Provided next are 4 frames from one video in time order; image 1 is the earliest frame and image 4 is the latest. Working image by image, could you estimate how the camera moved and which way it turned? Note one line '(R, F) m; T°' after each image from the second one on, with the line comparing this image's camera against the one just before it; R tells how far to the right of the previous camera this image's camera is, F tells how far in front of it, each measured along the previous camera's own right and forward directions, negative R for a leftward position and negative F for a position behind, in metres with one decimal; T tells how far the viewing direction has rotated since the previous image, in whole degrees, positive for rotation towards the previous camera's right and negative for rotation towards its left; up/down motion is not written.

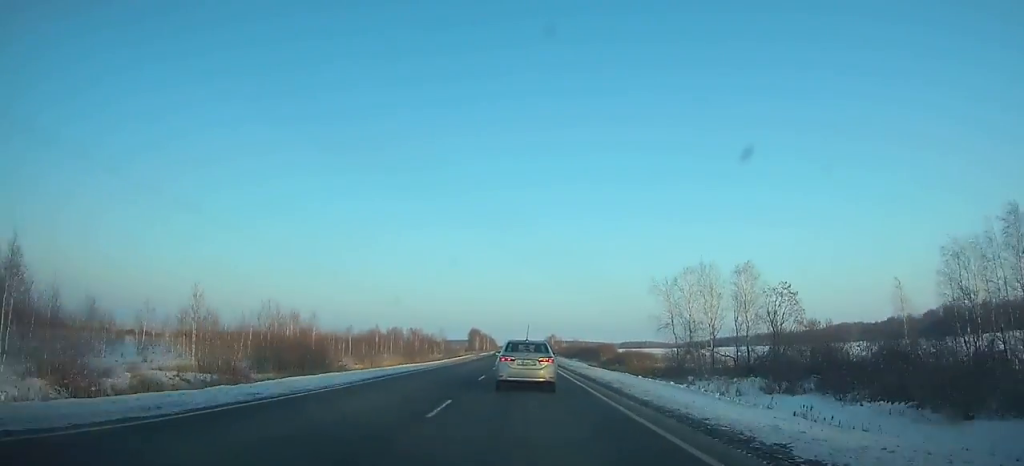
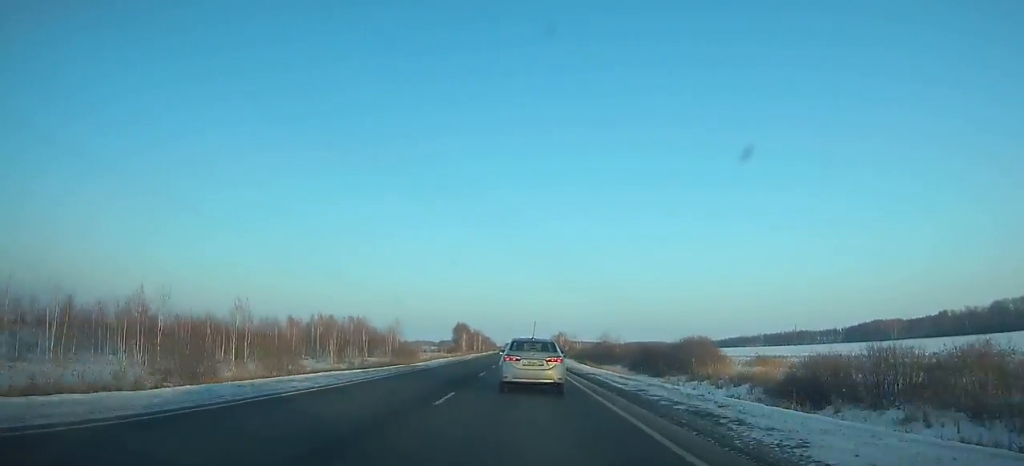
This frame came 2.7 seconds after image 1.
(0.0, +68.3) m; 0°
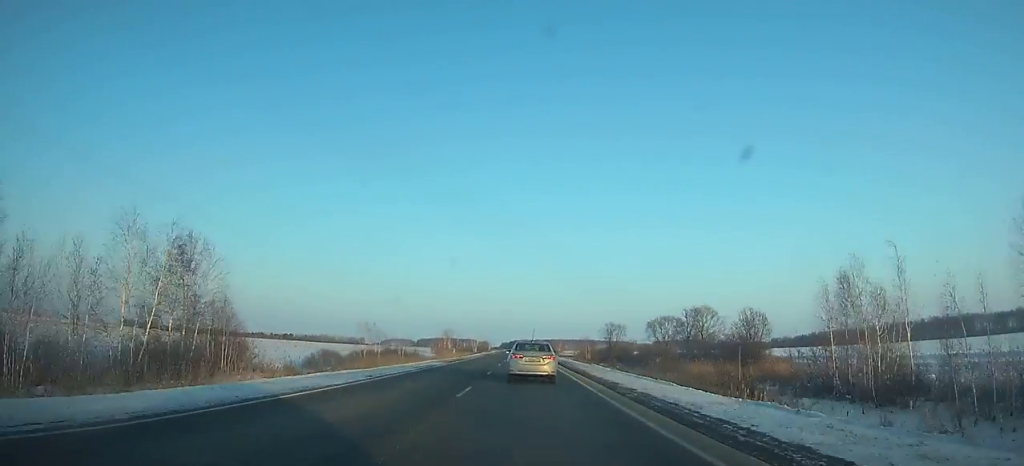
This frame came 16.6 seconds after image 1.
(-0.4, +340.5) m; 0°
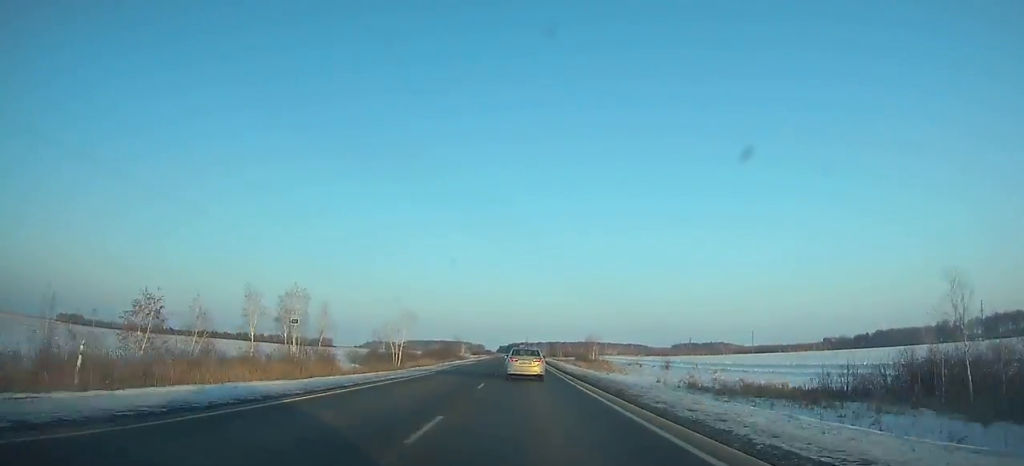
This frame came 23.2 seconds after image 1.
(+0.3, +160.5) m; 0°
